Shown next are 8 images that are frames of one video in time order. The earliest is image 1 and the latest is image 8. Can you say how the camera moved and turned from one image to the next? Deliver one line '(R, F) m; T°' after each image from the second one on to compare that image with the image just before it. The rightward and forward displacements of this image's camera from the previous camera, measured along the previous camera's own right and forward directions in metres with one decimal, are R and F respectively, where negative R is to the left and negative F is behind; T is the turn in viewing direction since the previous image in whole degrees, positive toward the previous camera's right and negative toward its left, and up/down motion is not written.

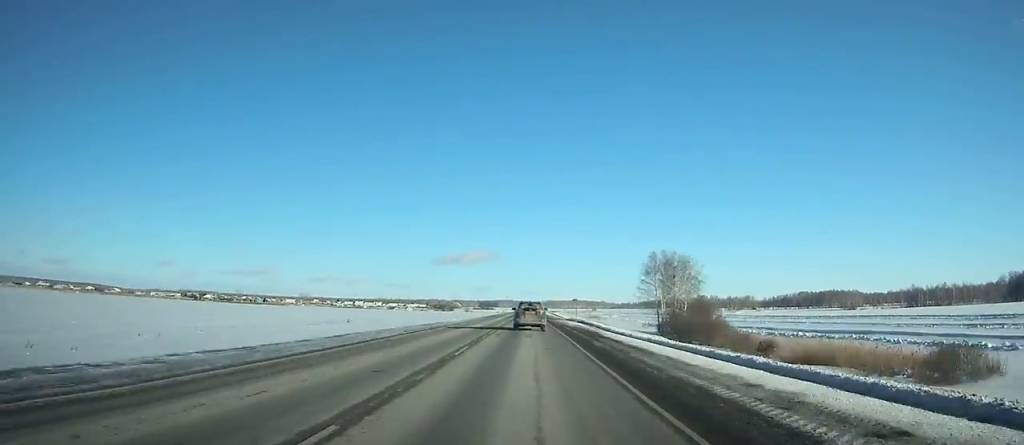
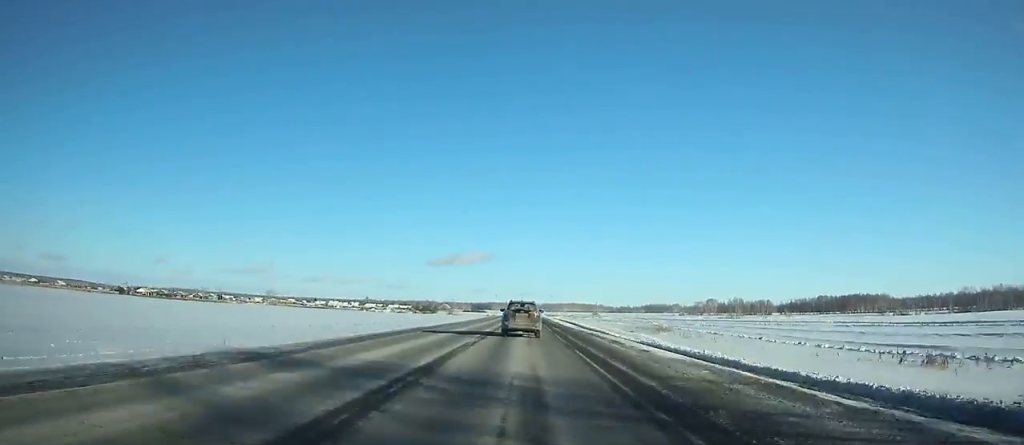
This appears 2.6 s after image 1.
(0.0, +73.0) m; 0°
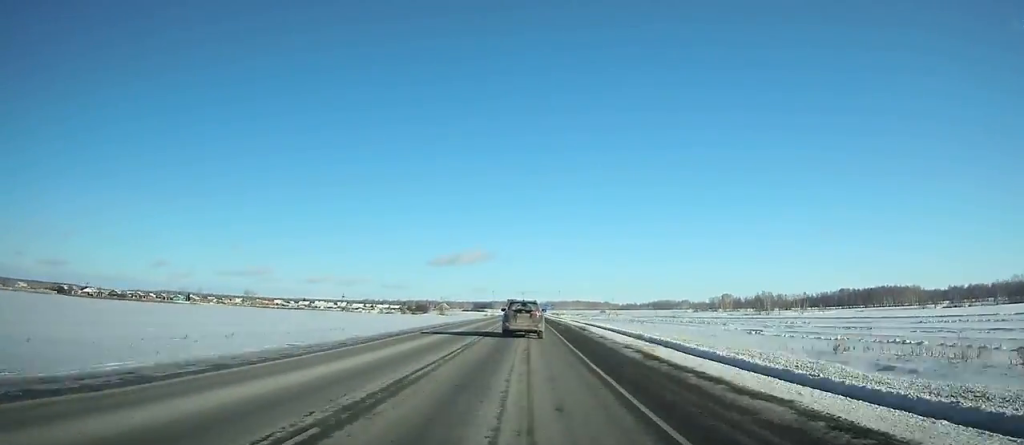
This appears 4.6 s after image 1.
(0.0, +53.4) m; 0°
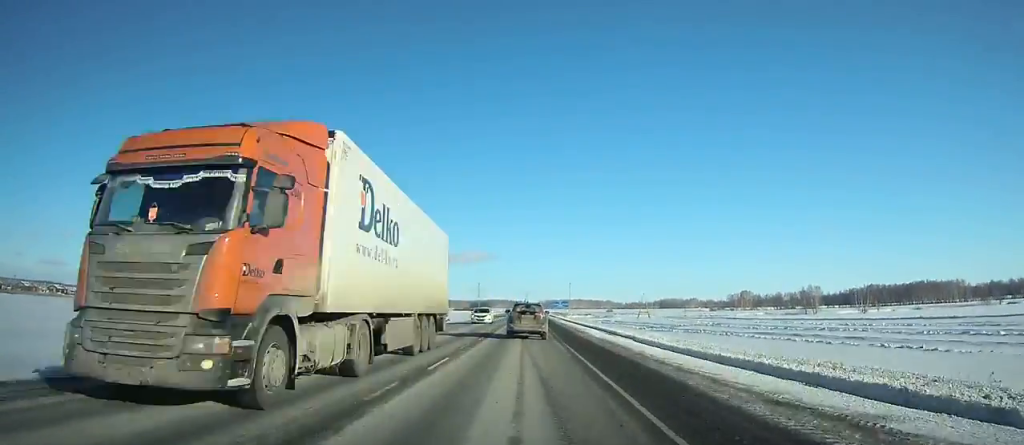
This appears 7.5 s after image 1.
(-0.3, +72.1) m; 0°
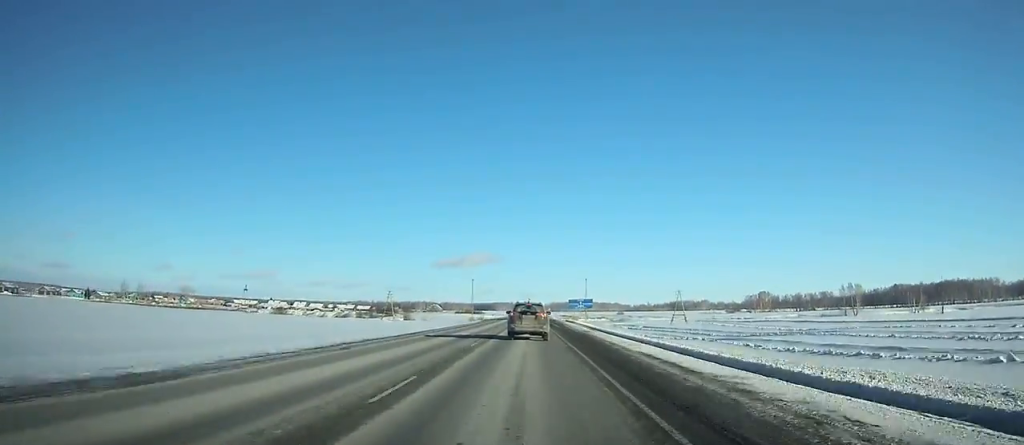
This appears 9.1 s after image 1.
(0.0, +39.0) m; 0°
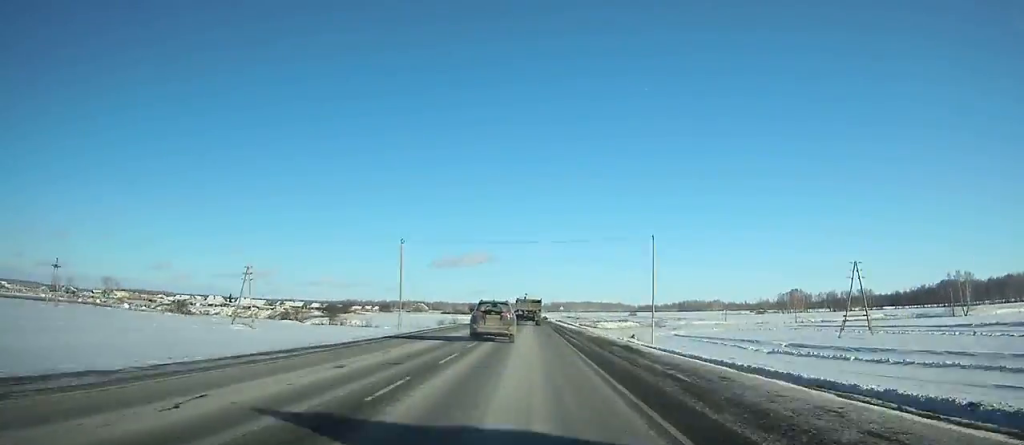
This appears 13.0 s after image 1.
(+0.4, +89.7) m; 0°
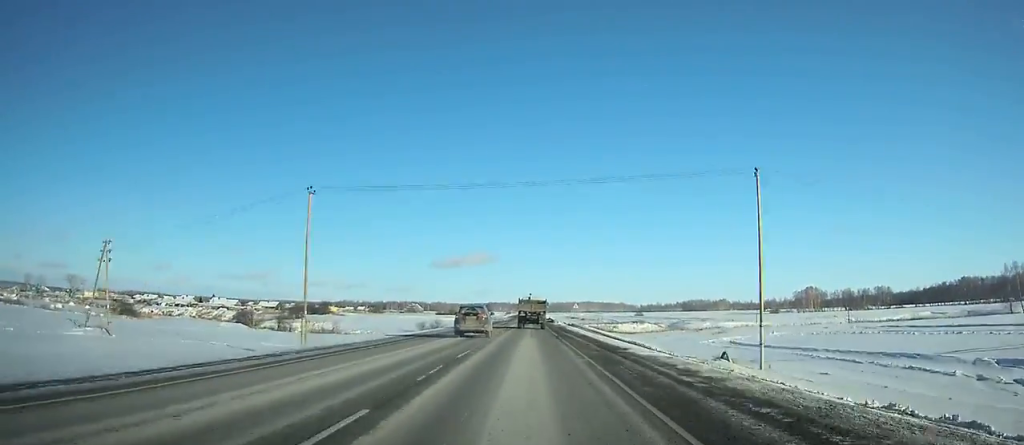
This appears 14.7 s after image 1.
(-0.2, +34.9) m; 0°
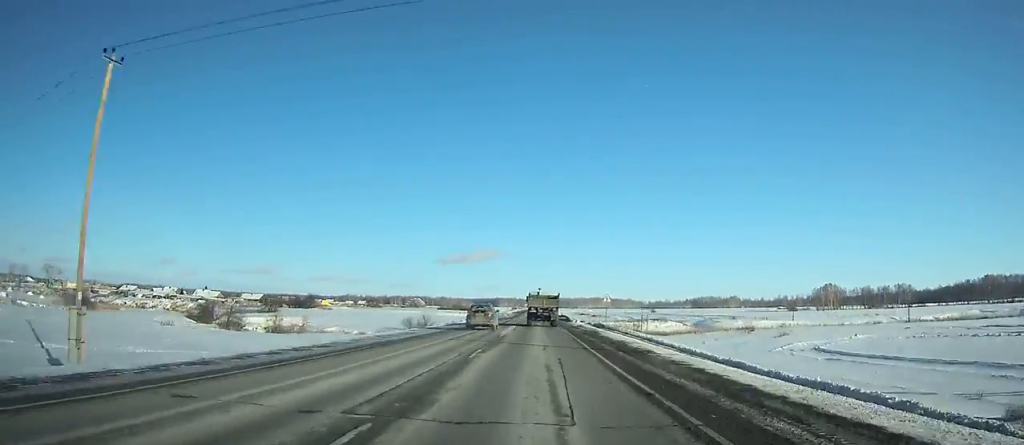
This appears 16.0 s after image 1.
(-0.2, +25.6) m; 0°
